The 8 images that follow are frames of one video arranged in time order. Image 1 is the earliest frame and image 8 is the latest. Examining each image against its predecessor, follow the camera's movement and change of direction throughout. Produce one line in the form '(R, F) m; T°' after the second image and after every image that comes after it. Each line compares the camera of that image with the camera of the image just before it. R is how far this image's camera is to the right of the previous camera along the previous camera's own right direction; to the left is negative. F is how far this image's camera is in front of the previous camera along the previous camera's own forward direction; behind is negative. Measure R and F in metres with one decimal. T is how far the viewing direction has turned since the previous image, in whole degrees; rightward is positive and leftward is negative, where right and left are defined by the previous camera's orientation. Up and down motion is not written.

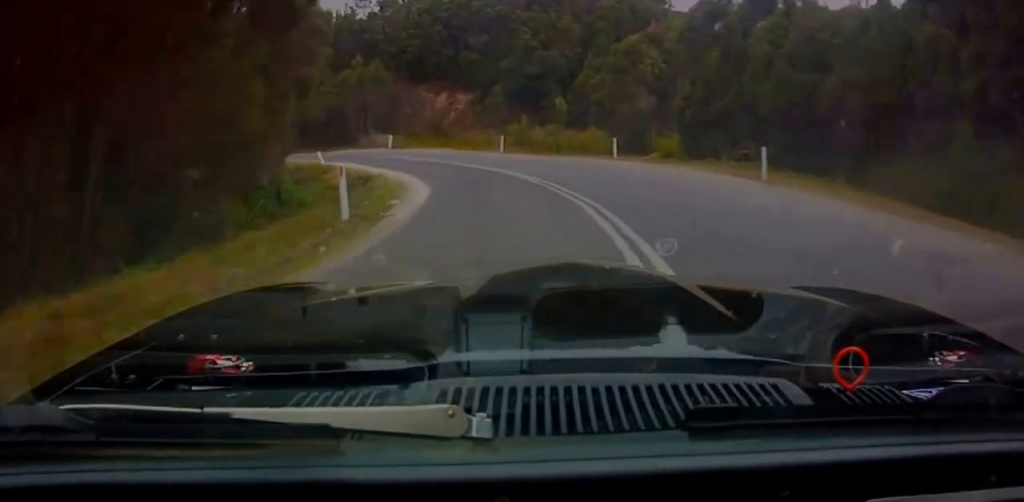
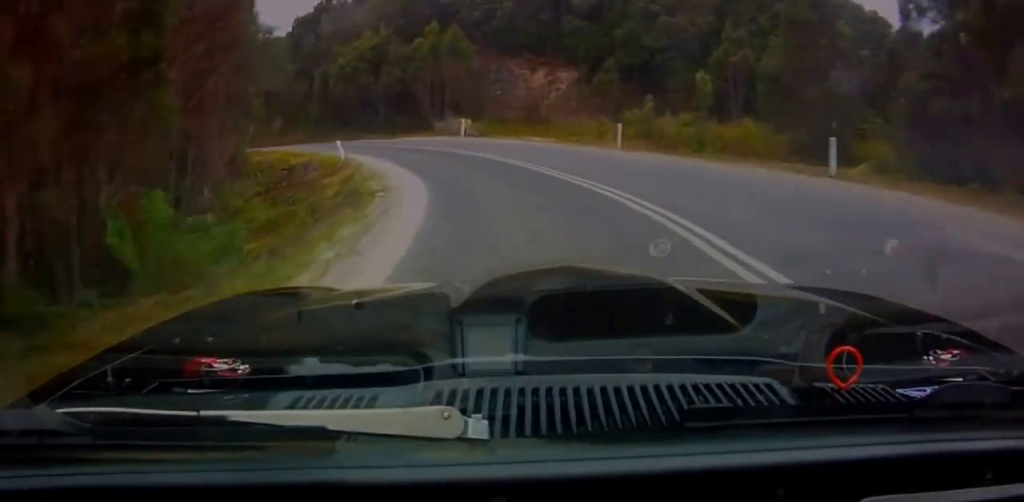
(-0.8, +13.0) m; -10°
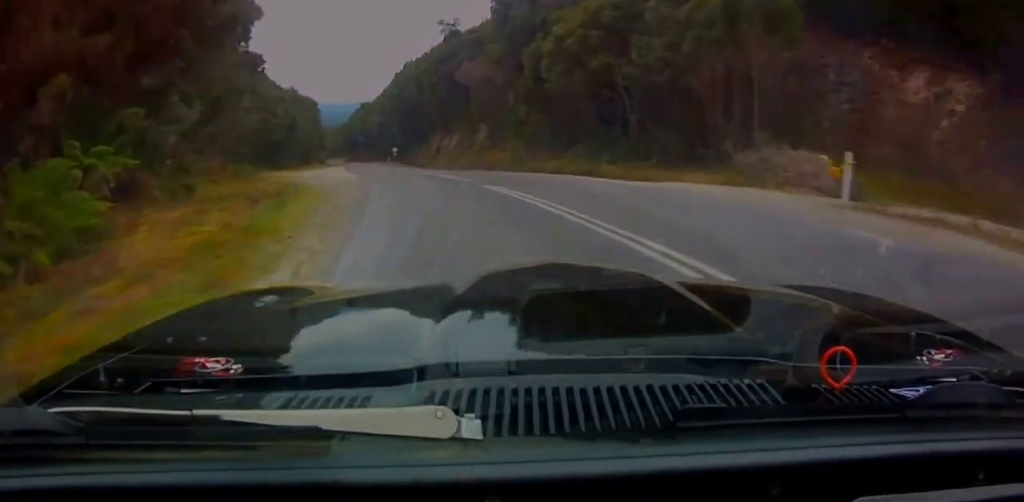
(-3.7, +23.1) m; -15°
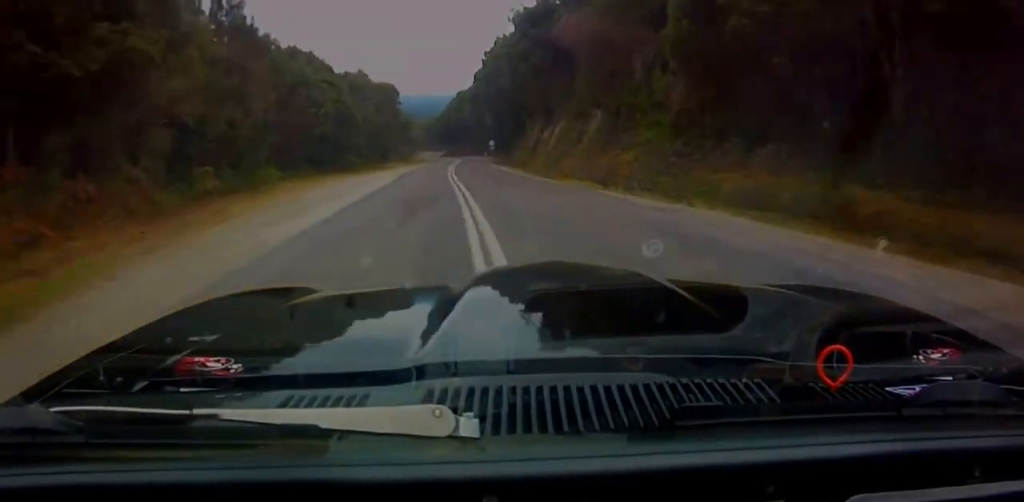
(-1.4, +15.8) m; -6°
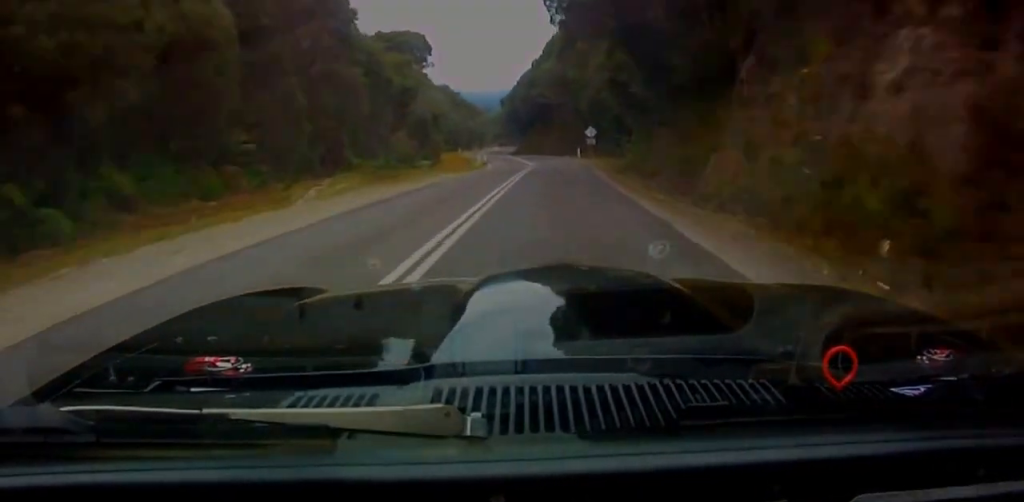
(-3.5, +44.2) m; -9°
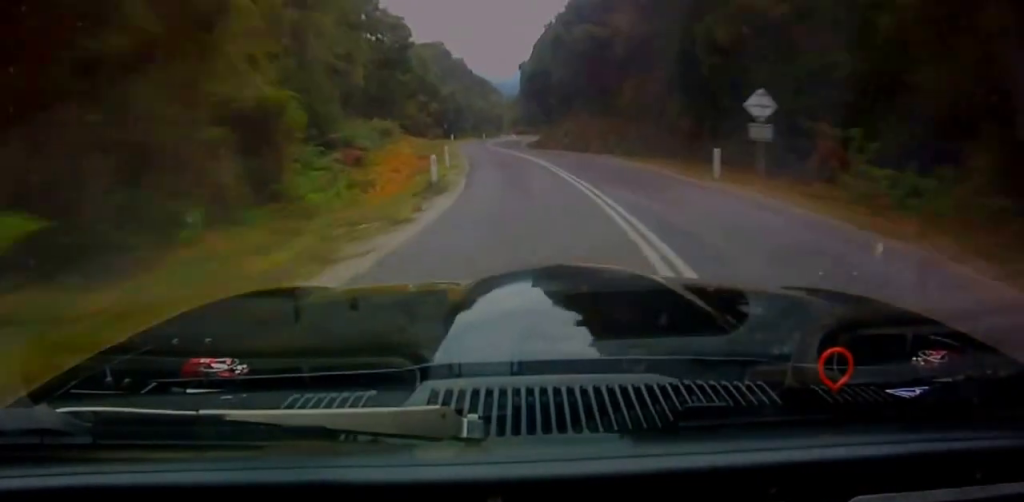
(-1.7, +37.1) m; -2°
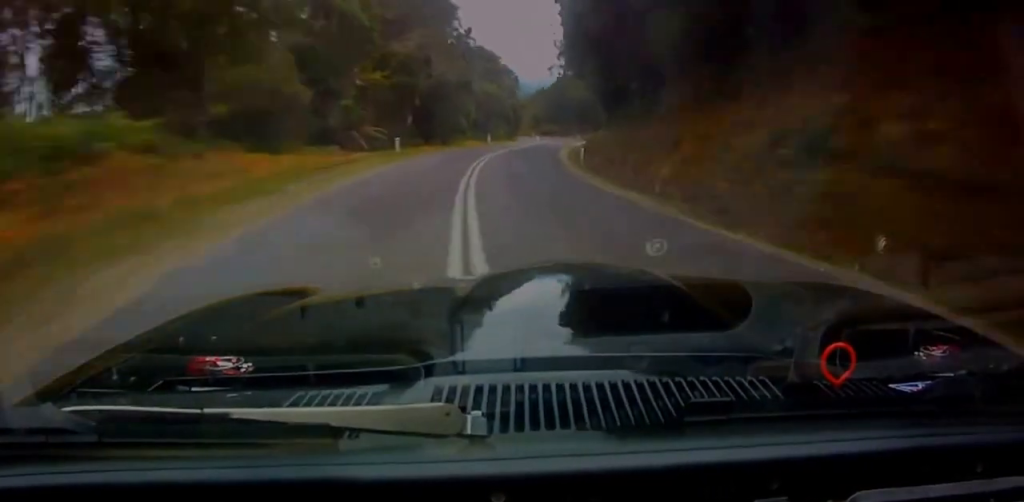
(+0.4, +41.8) m; +2°
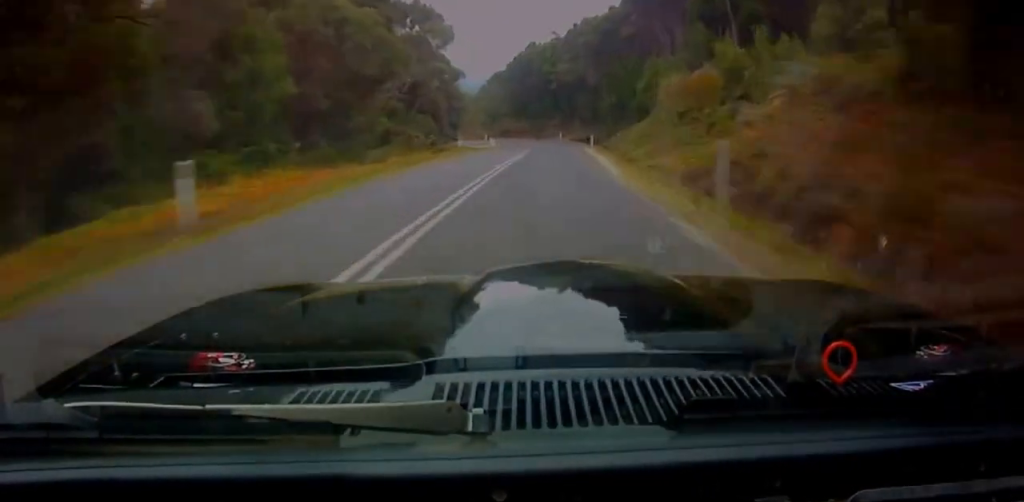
(+2.2, +50.8) m; +4°
